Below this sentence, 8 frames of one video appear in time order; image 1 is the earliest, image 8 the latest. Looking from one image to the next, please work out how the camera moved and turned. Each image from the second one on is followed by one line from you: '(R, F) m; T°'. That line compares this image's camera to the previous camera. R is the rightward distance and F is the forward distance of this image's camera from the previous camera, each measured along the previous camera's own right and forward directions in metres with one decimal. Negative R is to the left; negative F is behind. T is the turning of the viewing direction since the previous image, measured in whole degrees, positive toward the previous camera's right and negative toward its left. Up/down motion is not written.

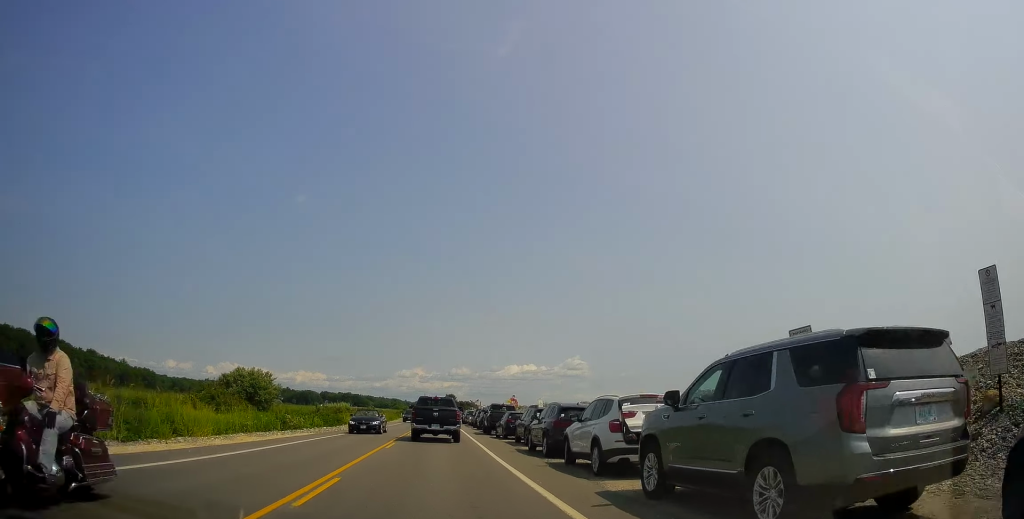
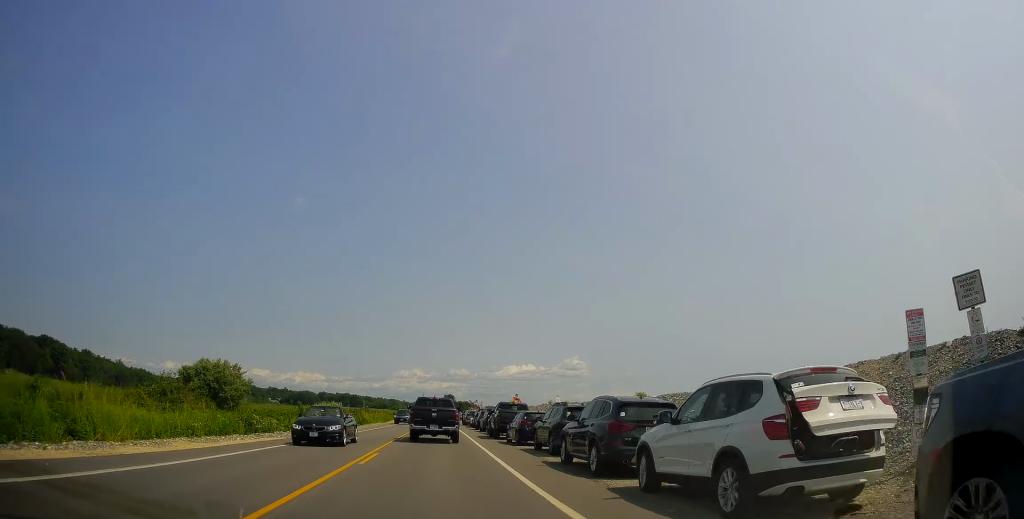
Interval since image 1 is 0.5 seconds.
(+0.1, +5.9) m; 0°
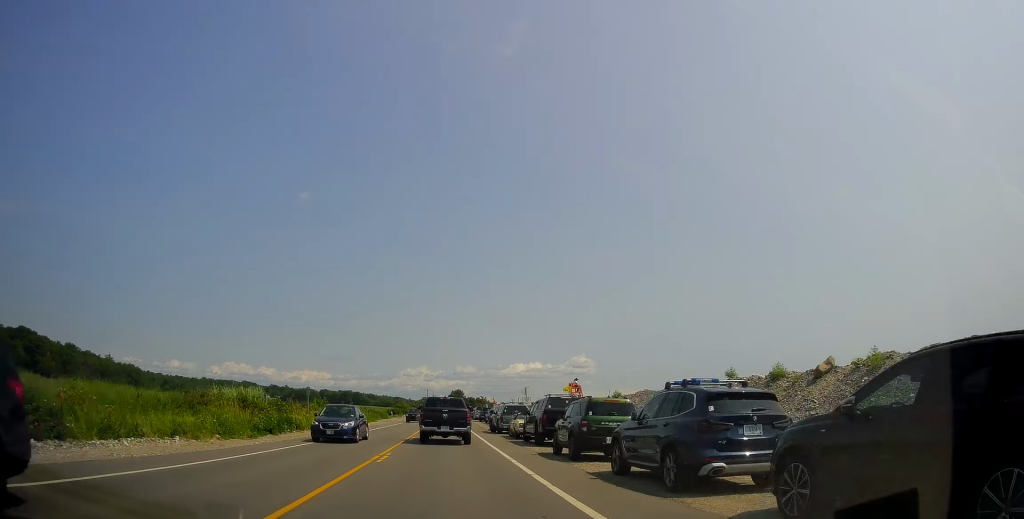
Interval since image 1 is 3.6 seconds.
(+0.8, +35.1) m; +2°
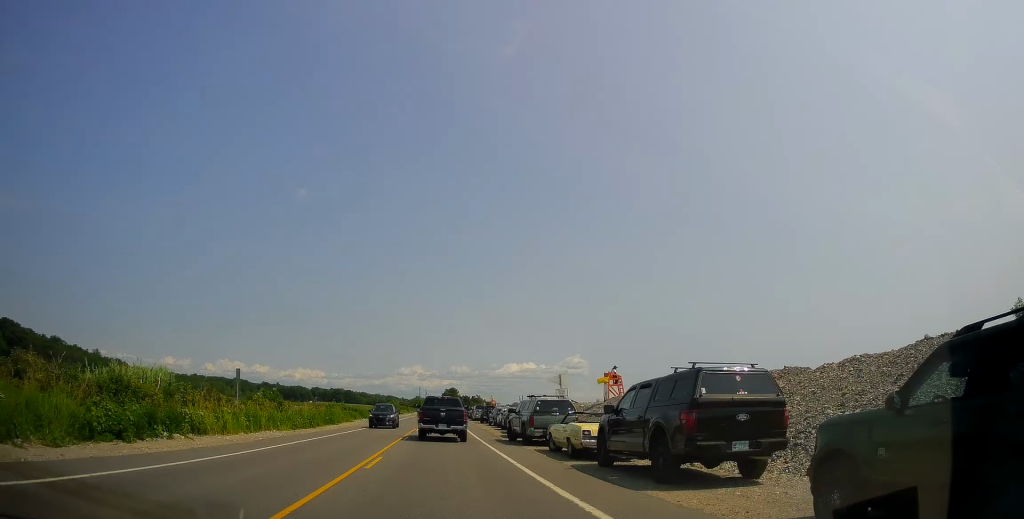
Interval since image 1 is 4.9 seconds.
(-0.3, +14.0) m; -3°
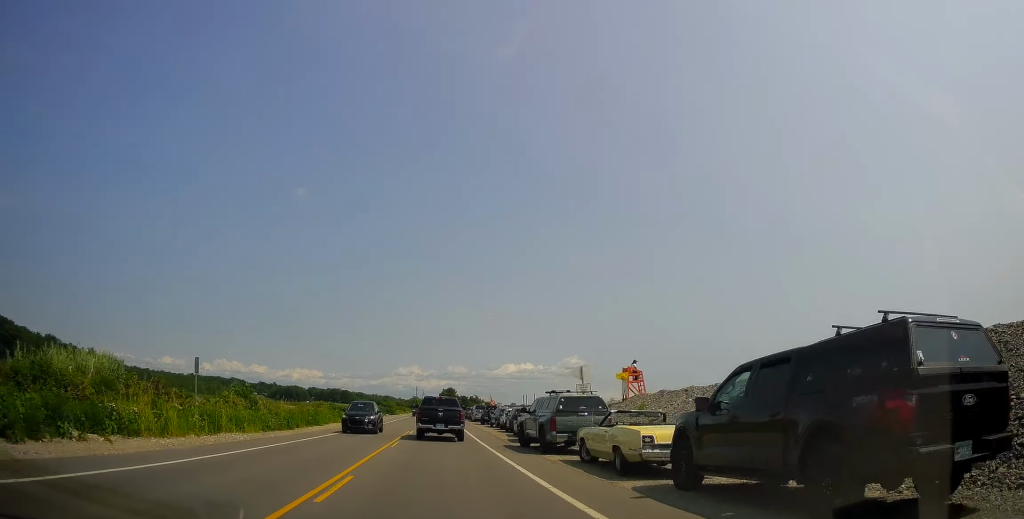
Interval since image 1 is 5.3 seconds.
(0.0, +4.7) m; -1°
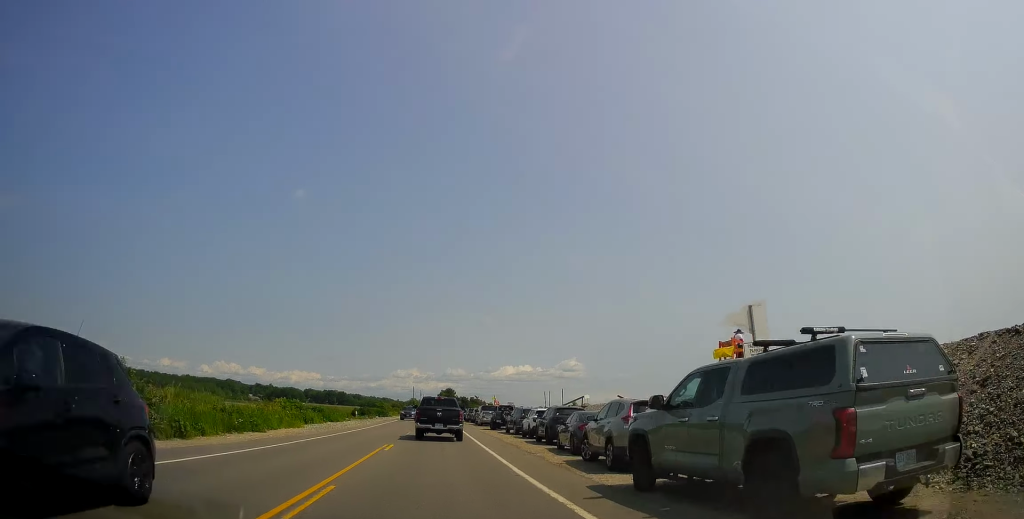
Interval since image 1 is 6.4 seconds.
(-0.2, +13.7) m; +2°
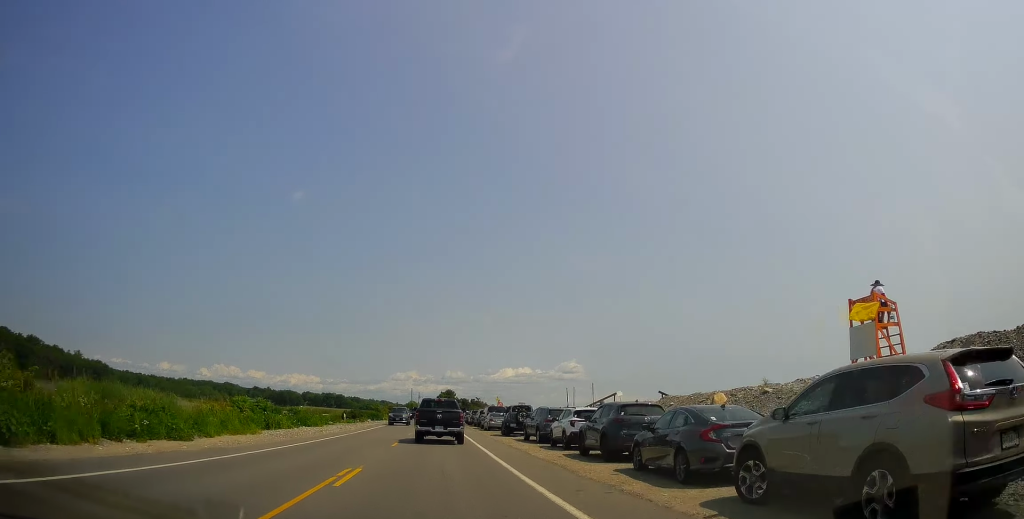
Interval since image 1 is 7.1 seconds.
(+0.5, +8.9) m; 0°
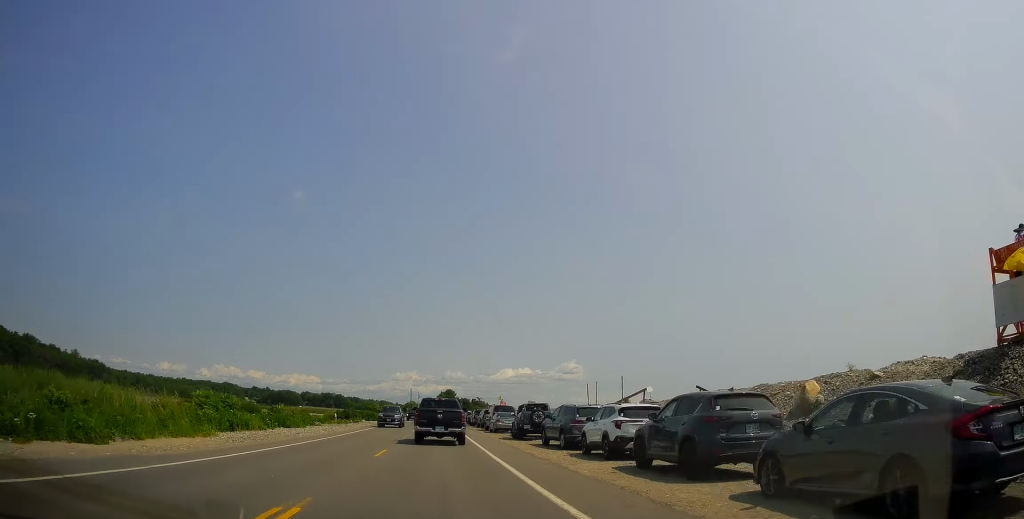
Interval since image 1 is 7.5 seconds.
(+0.1, +5.4) m; 0°
